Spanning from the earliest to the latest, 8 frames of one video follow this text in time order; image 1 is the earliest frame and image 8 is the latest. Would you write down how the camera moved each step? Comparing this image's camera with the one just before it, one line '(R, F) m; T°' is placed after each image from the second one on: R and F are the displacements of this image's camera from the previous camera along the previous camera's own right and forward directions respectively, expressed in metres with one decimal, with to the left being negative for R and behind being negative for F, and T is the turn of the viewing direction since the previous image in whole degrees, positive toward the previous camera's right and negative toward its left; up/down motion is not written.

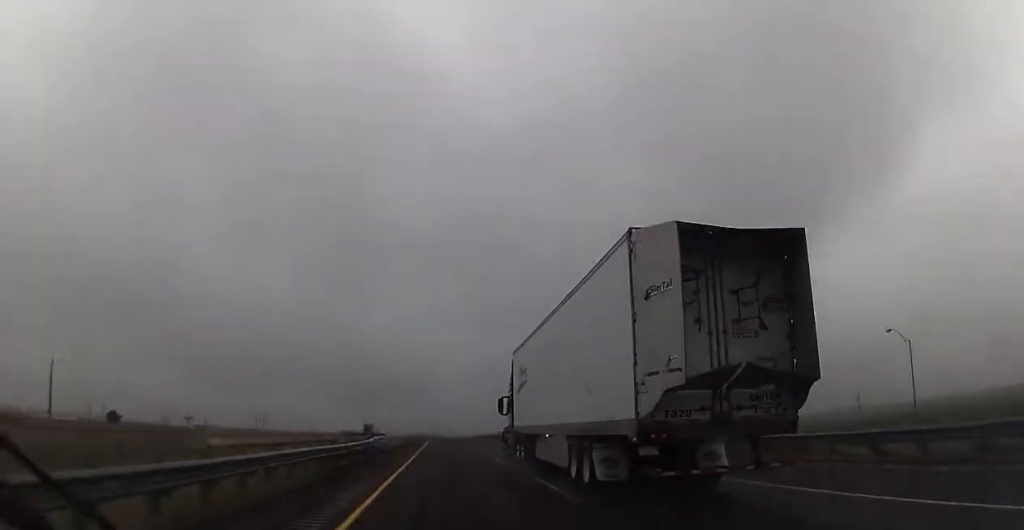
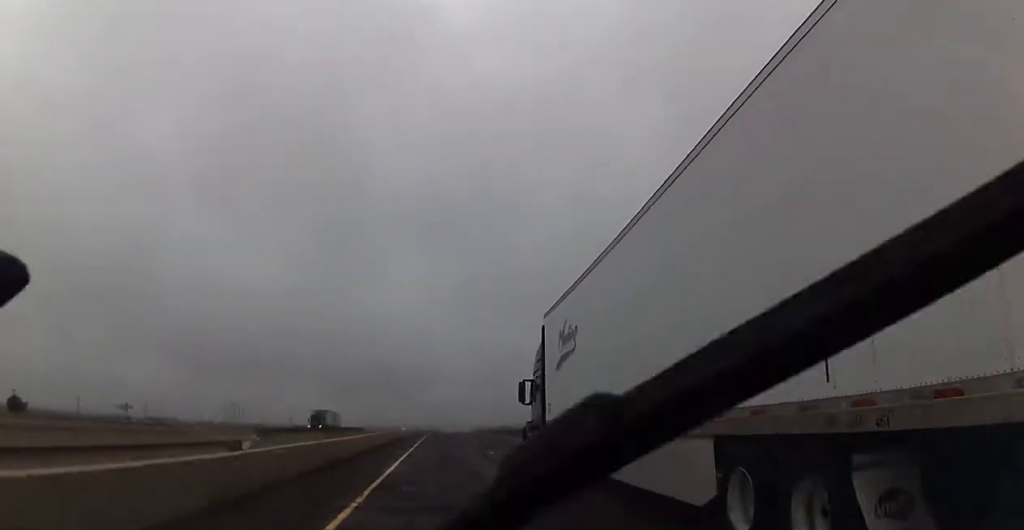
(-0.4, +44.9) m; 0°
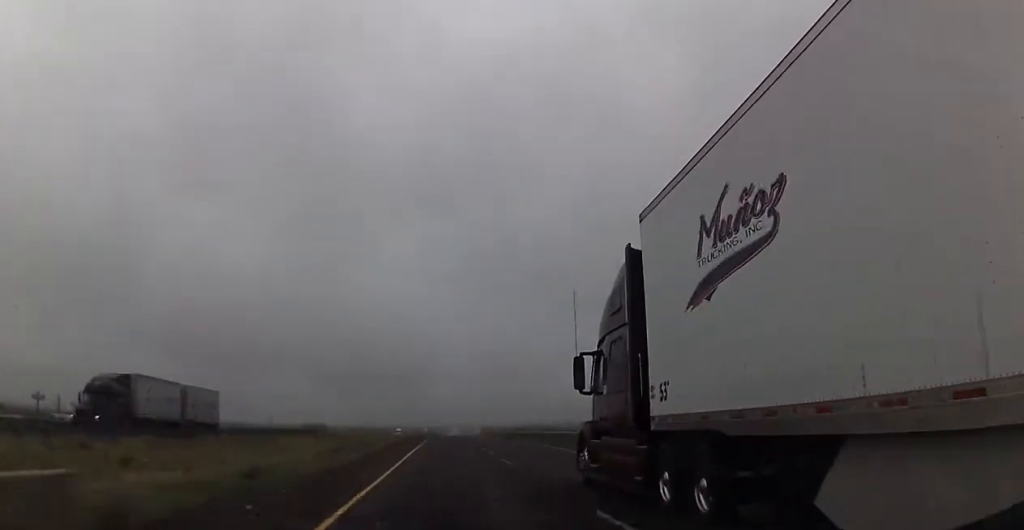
(+0.2, +44.9) m; 0°
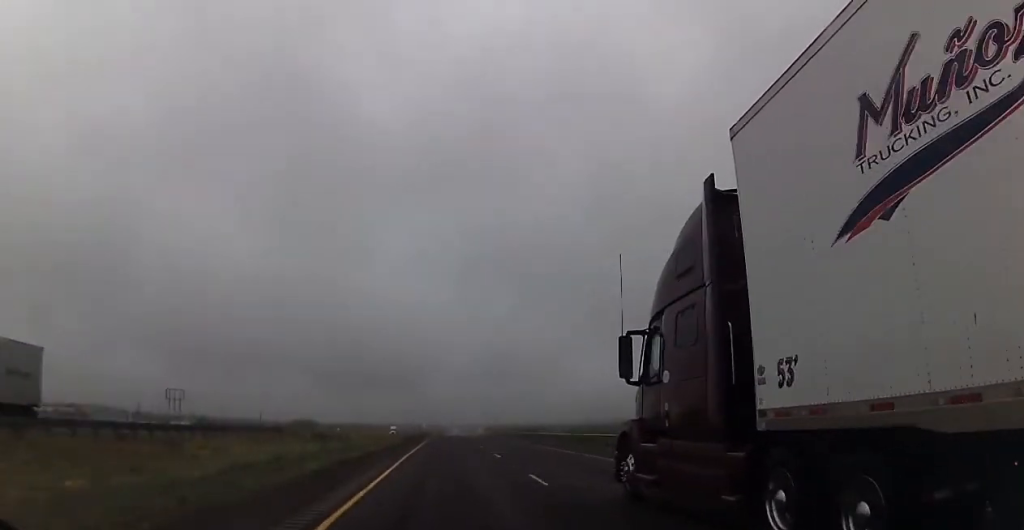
(0.0, +16.9) m; 0°
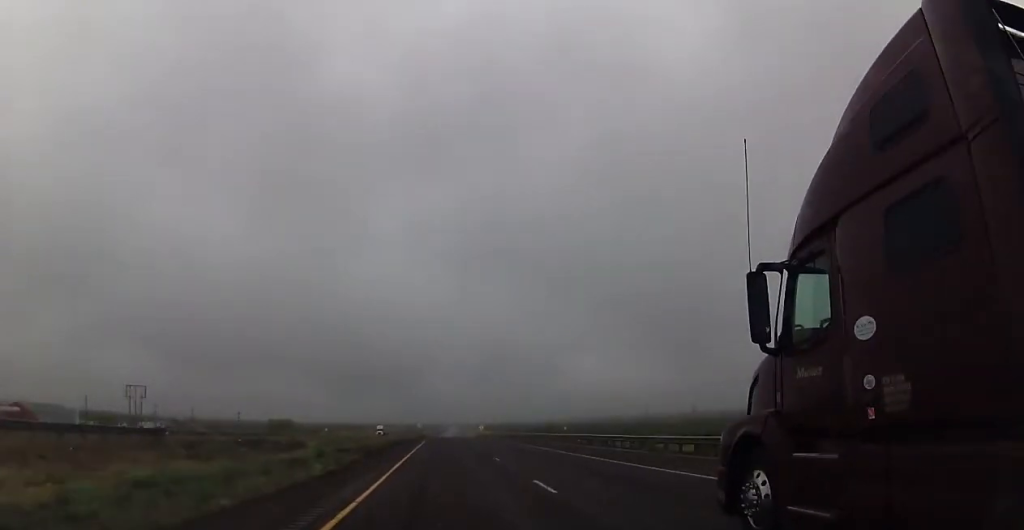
(0.0, +25.5) m; 0°
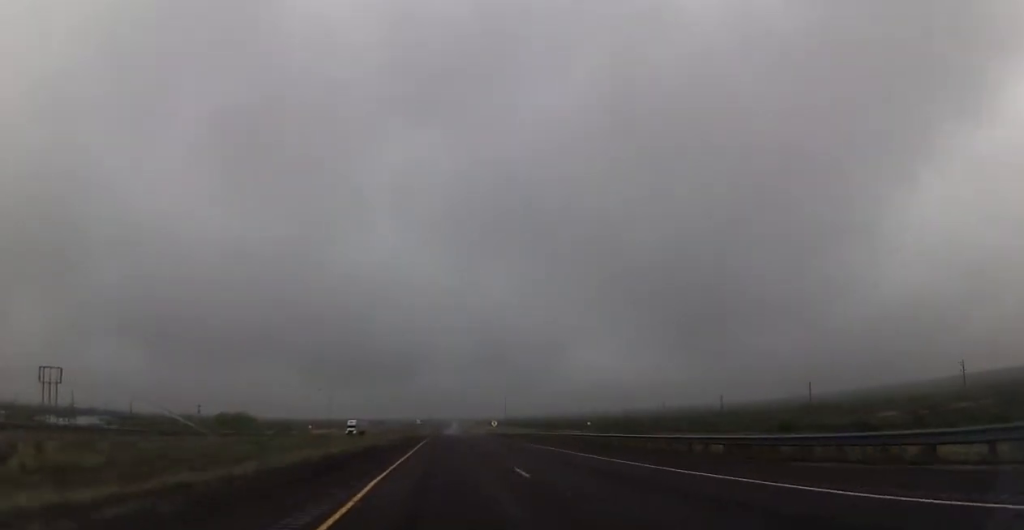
(+0.2, +44.9) m; 0°
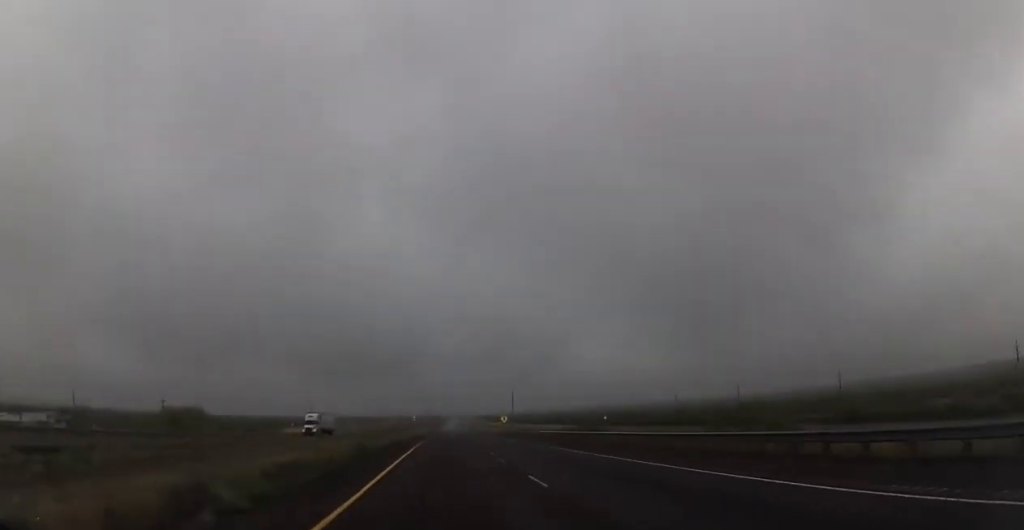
(-0.2, +27.8) m; 0°
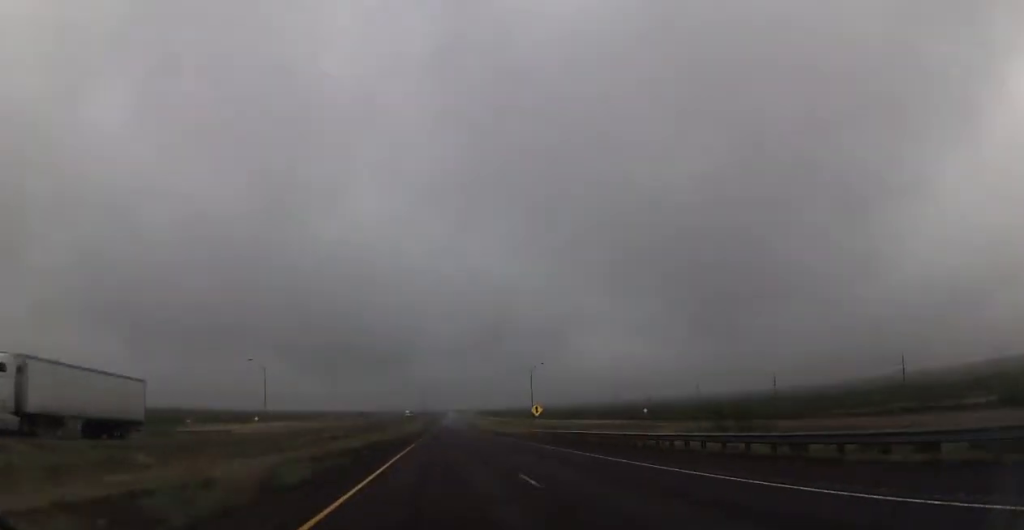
(0.0, +48.4) m; 0°
